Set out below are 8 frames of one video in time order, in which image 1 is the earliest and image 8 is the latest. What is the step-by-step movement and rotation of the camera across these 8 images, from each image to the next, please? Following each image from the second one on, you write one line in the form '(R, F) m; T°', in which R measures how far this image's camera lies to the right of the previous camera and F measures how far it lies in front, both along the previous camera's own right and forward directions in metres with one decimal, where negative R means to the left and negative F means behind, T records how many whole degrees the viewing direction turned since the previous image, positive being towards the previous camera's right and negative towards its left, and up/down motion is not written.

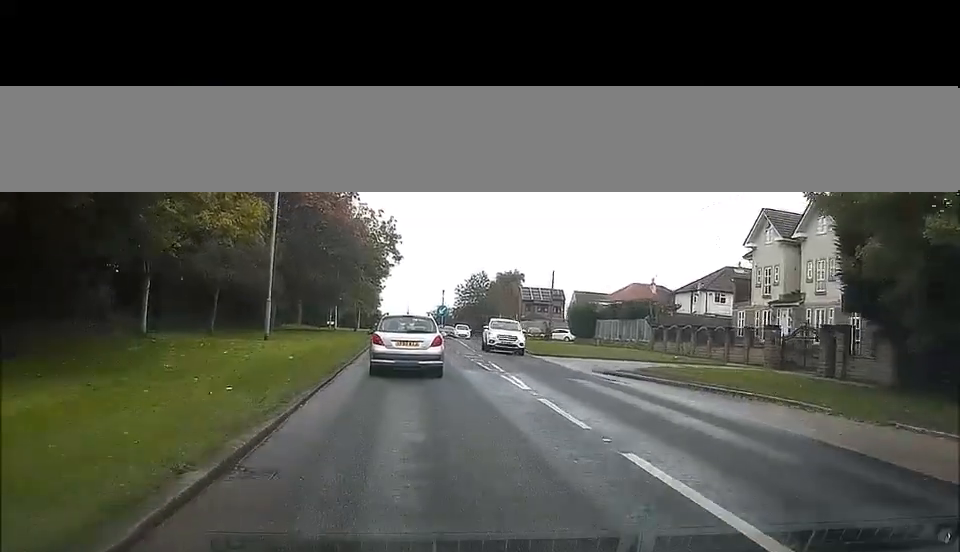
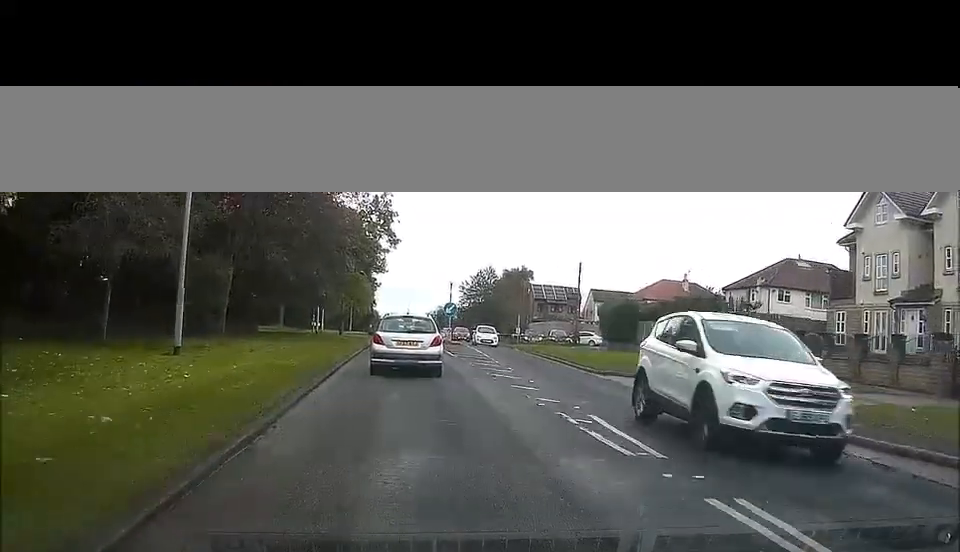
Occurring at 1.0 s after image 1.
(+0.1, +14.4) m; +1°
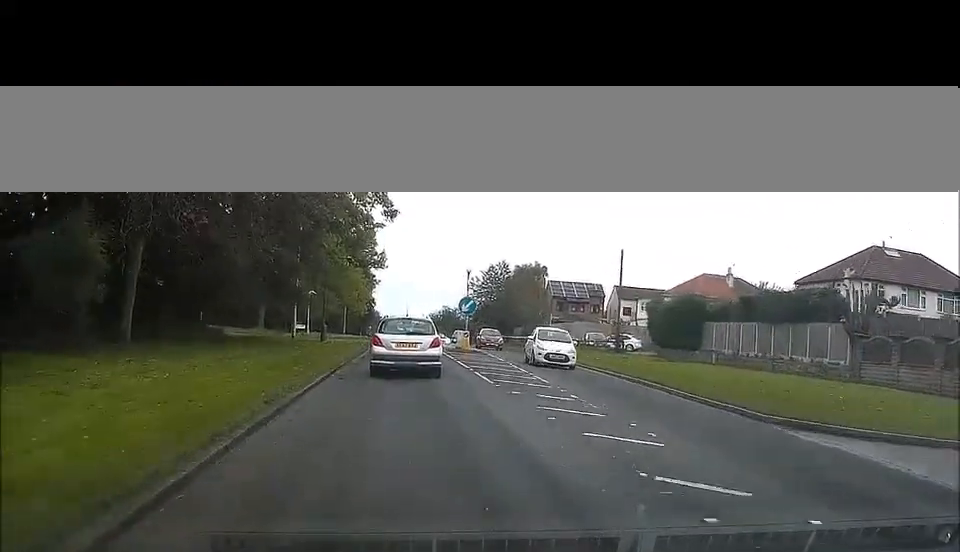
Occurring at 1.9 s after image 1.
(+0.1, +13.8) m; 0°
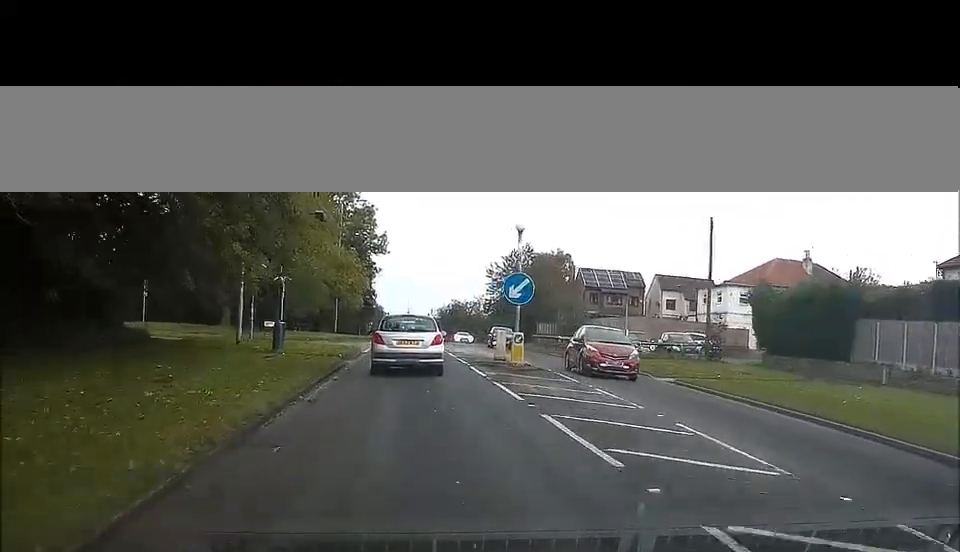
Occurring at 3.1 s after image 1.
(-0.2, +17.0) m; -1°
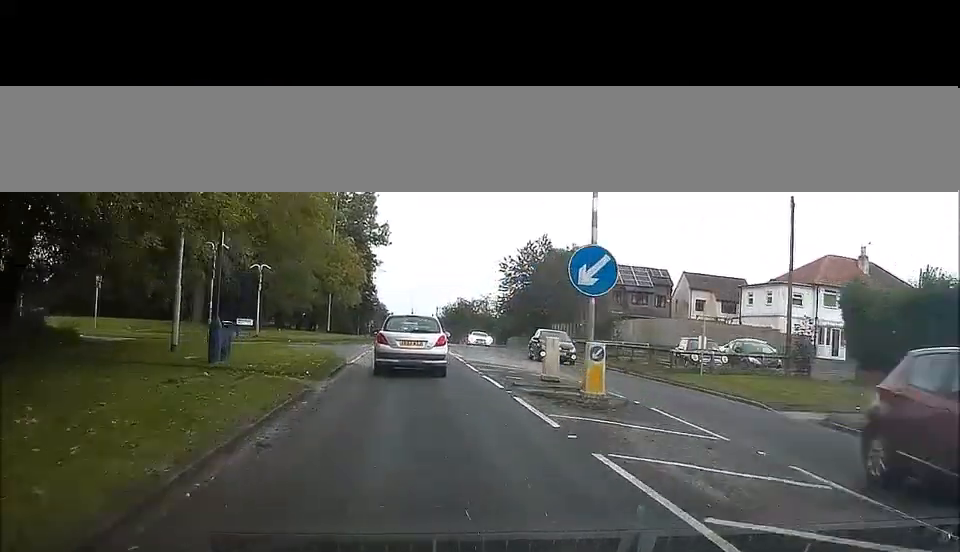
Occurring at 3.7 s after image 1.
(-0.1, +9.7) m; -1°
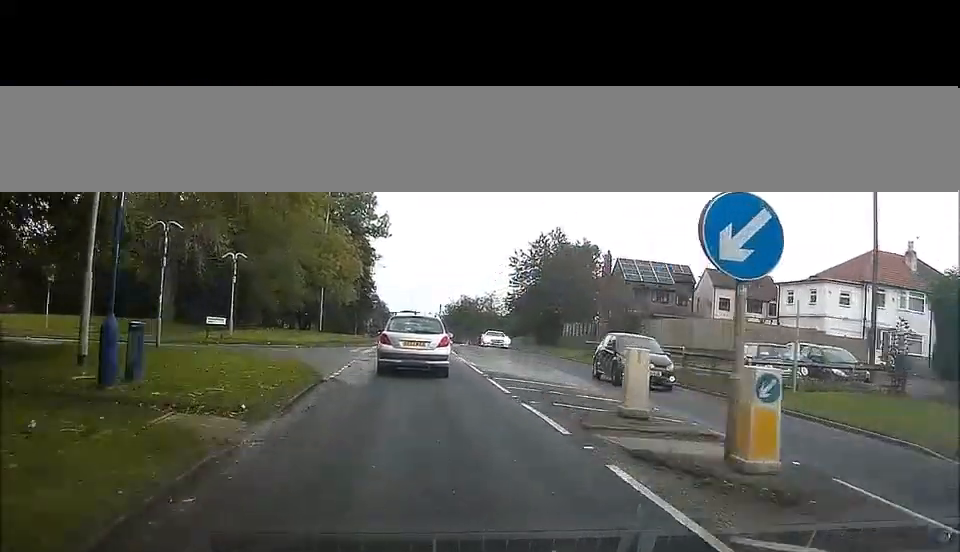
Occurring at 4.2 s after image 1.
(0.0, +6.8) m; 0°
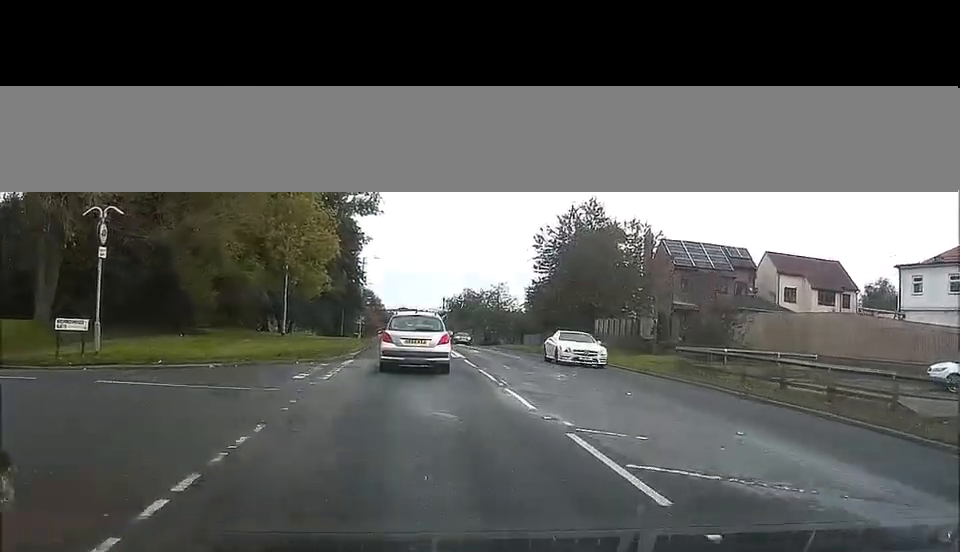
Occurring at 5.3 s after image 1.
(+0.1, +15.8) m; +1°
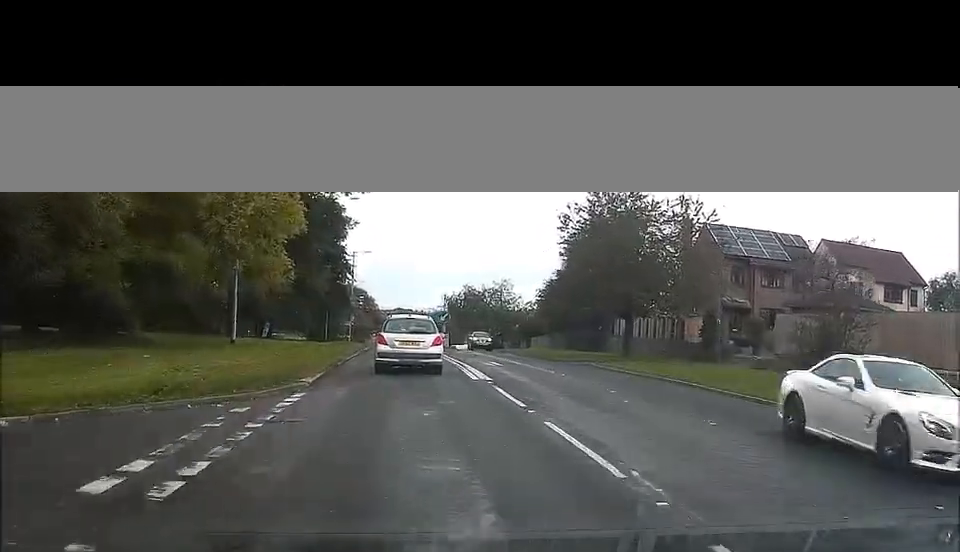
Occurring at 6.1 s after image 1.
(+0.2, +11.2) m; 0°
